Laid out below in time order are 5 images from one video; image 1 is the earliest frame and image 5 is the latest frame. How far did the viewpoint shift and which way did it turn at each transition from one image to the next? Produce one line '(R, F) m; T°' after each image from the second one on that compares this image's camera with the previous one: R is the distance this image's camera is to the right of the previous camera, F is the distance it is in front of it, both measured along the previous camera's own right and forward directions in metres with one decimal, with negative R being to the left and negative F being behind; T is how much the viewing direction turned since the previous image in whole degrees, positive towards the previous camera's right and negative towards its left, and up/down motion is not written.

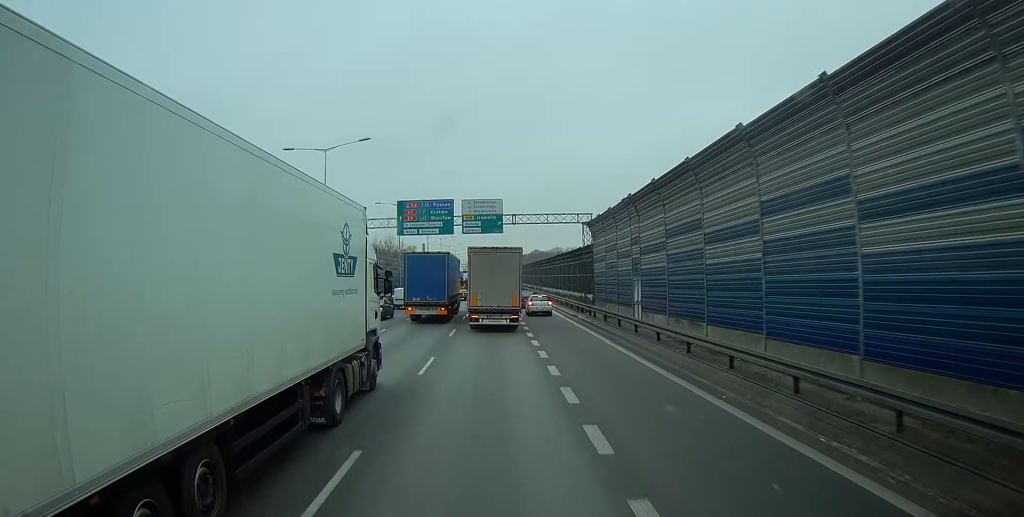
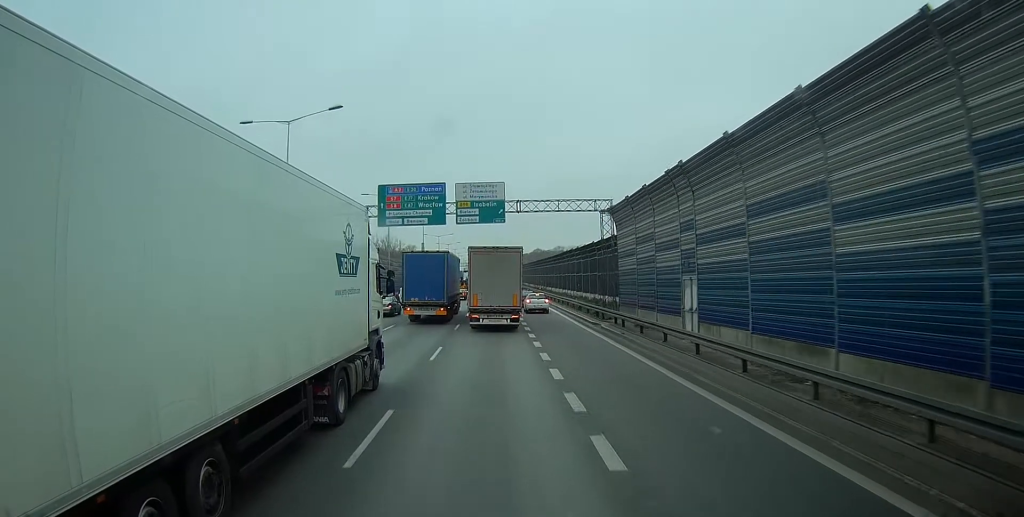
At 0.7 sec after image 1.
(-0.1, +9.0) m; 0°
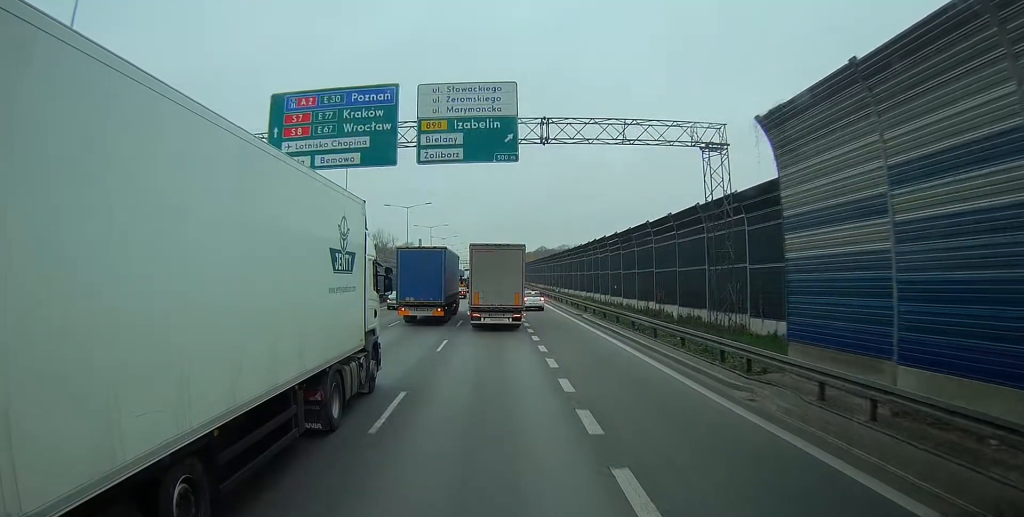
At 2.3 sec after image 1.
(-0.1, +22.1) m; 0°
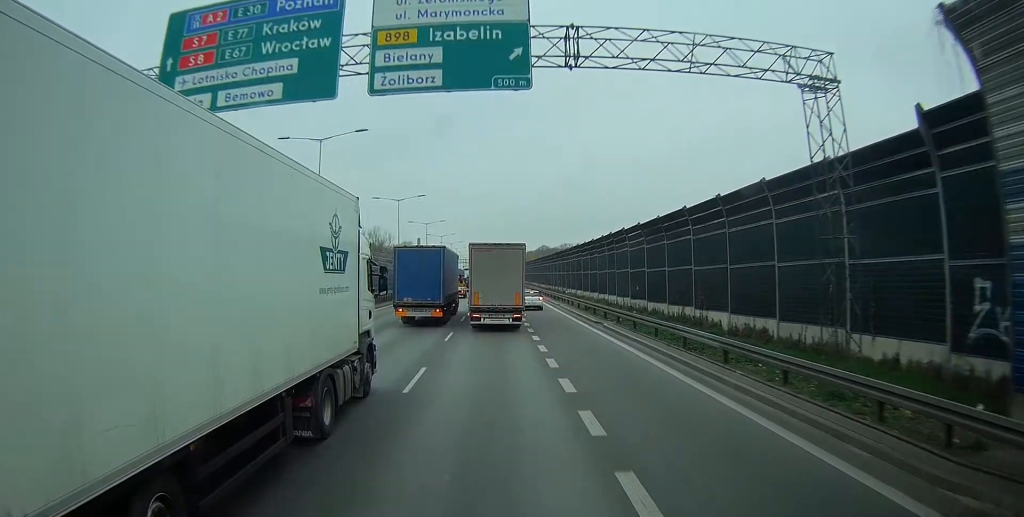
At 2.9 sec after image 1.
(0.0, +8.2) m; 0°
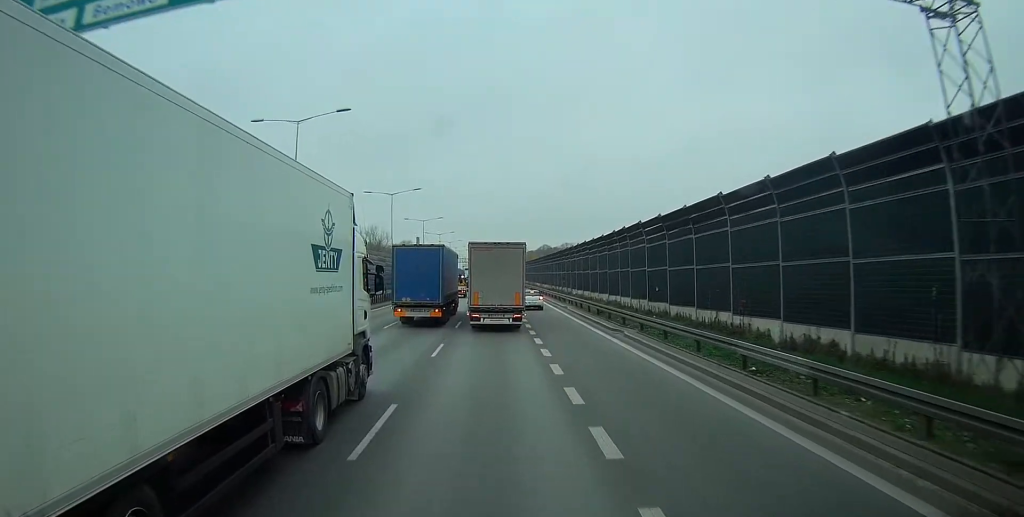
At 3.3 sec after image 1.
(0.0, +5.5) m; 0°
